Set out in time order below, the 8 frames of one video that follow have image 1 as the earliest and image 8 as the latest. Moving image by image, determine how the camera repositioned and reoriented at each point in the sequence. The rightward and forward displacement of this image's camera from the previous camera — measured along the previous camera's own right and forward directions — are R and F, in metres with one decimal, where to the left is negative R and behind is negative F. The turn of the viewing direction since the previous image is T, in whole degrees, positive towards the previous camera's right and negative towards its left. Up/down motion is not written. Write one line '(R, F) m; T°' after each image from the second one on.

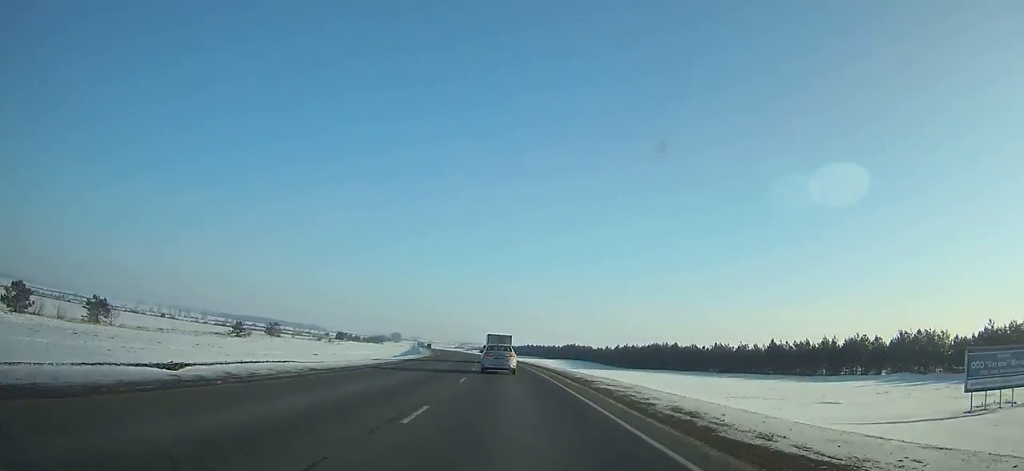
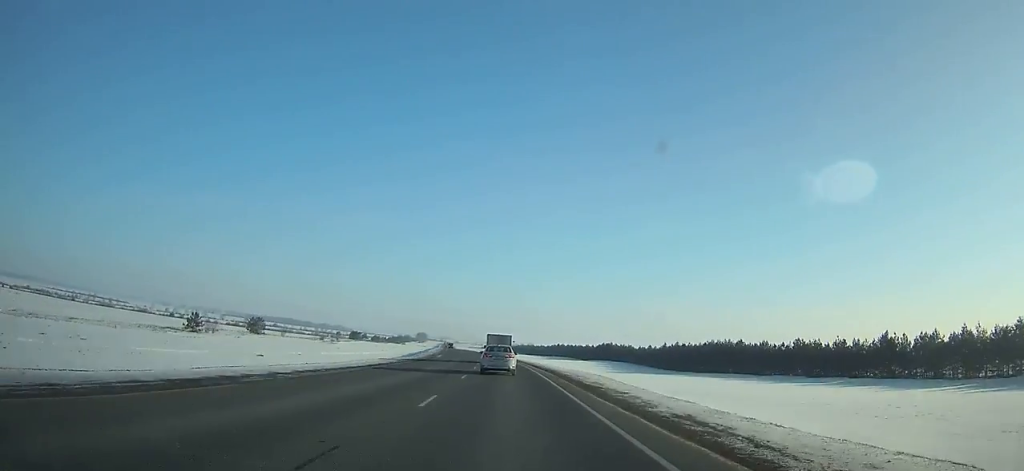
(-1.0, +33.3) m; -2°
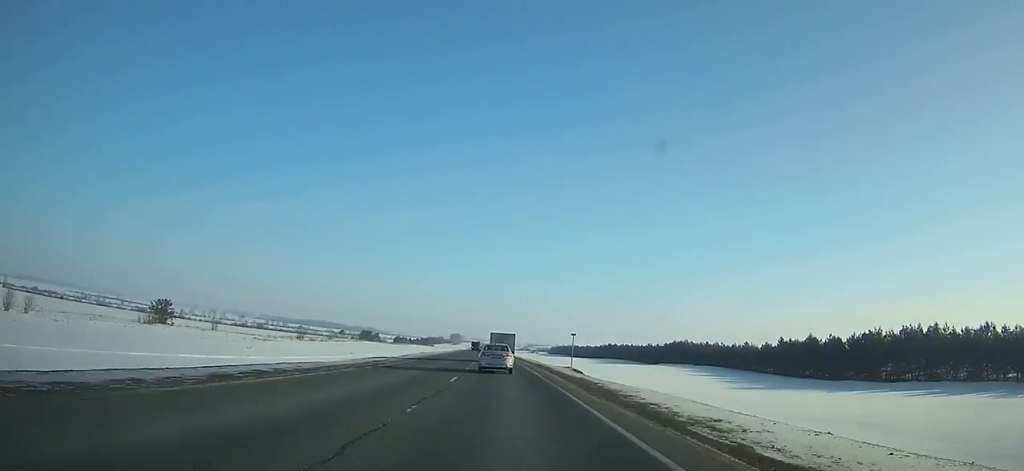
(-1.6, +62.8) m; -3°
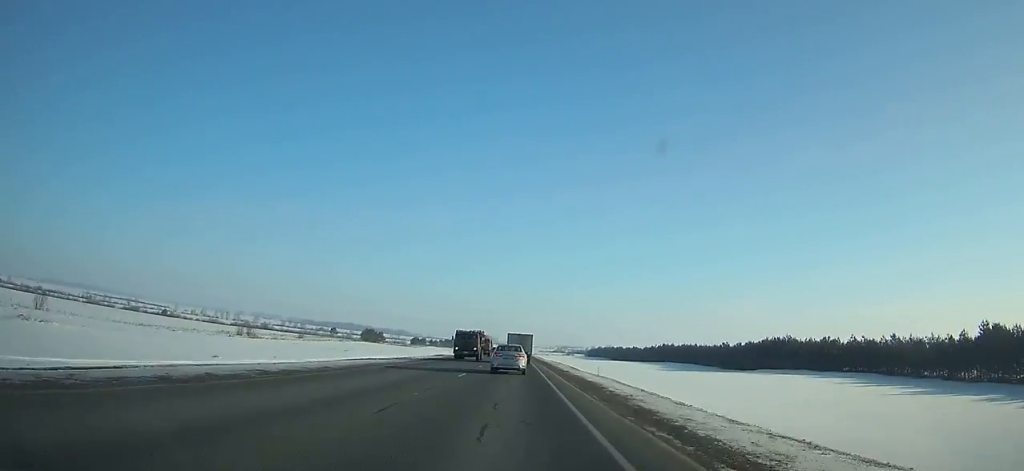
(-1.1, +56.9) m; -2°
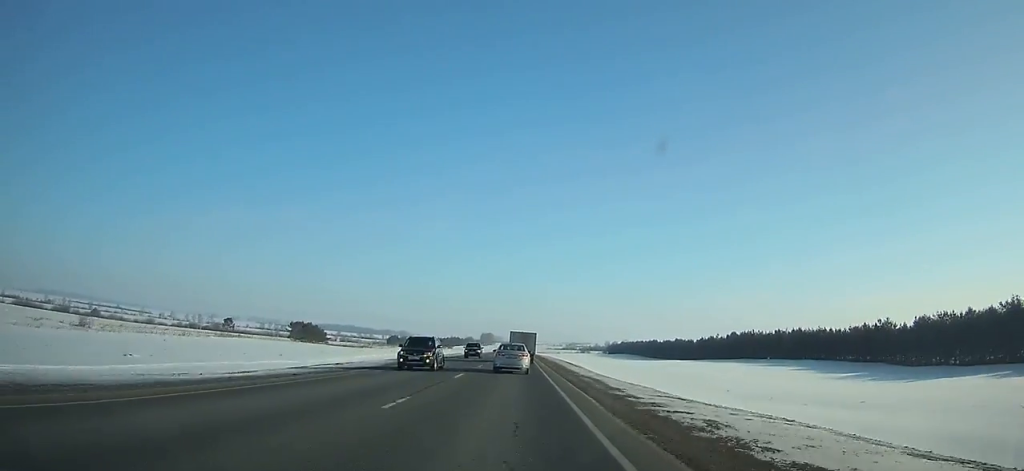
(-1.2, +87.6) m; -1°
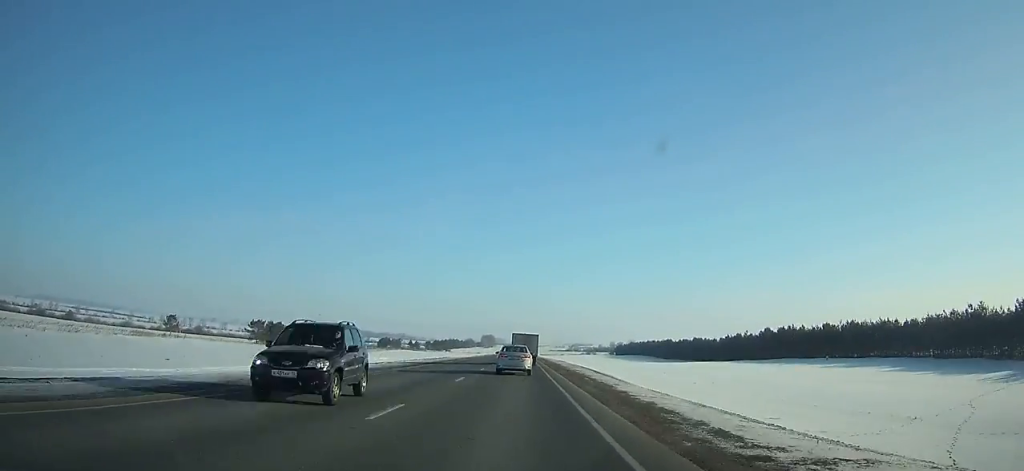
(-0.1, +25.6) m; 0°
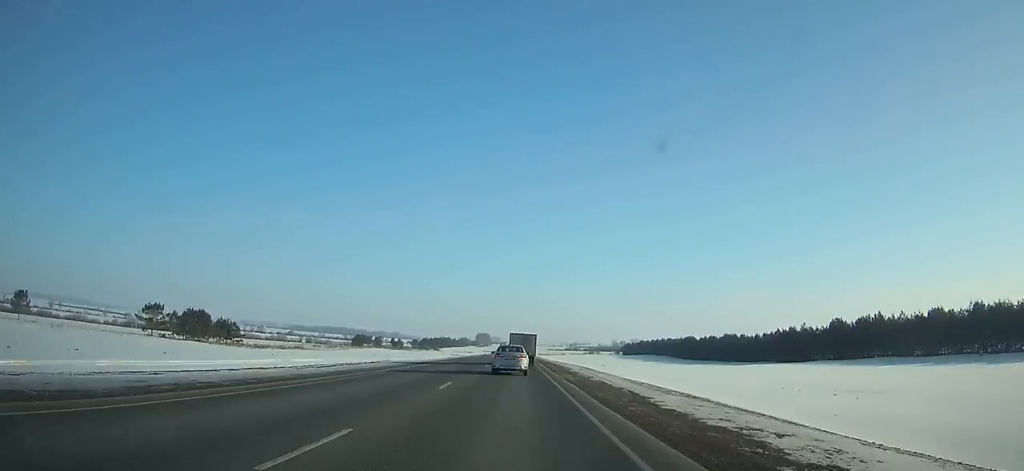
(0.0, +40.5) m; 0°
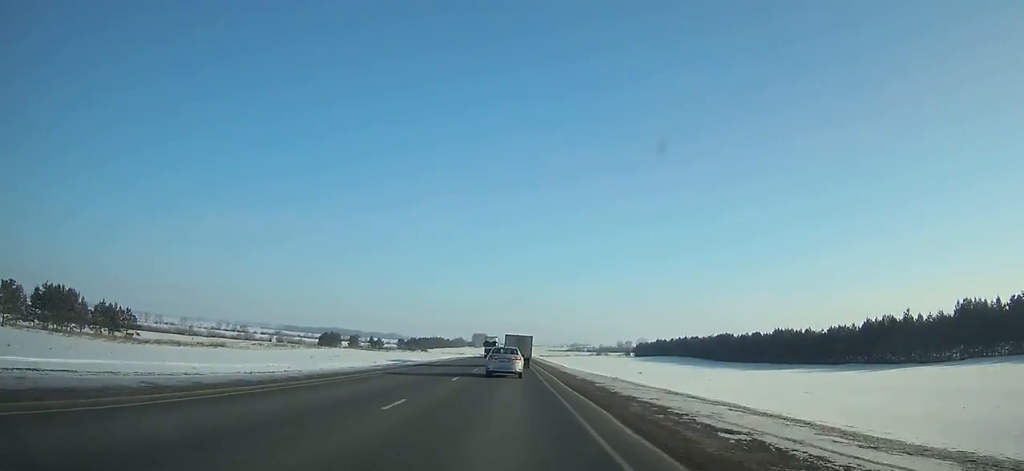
(-0.1, +42.7) m; 0°
